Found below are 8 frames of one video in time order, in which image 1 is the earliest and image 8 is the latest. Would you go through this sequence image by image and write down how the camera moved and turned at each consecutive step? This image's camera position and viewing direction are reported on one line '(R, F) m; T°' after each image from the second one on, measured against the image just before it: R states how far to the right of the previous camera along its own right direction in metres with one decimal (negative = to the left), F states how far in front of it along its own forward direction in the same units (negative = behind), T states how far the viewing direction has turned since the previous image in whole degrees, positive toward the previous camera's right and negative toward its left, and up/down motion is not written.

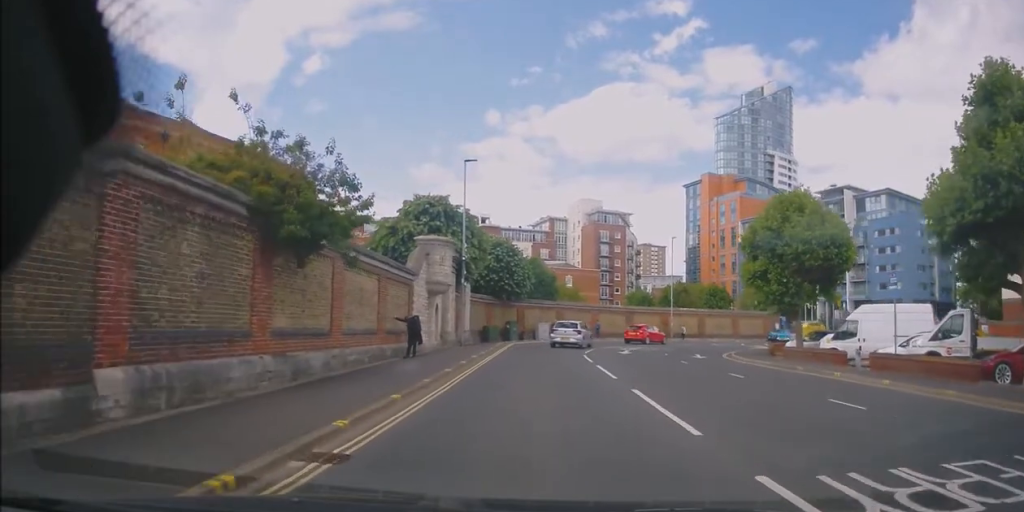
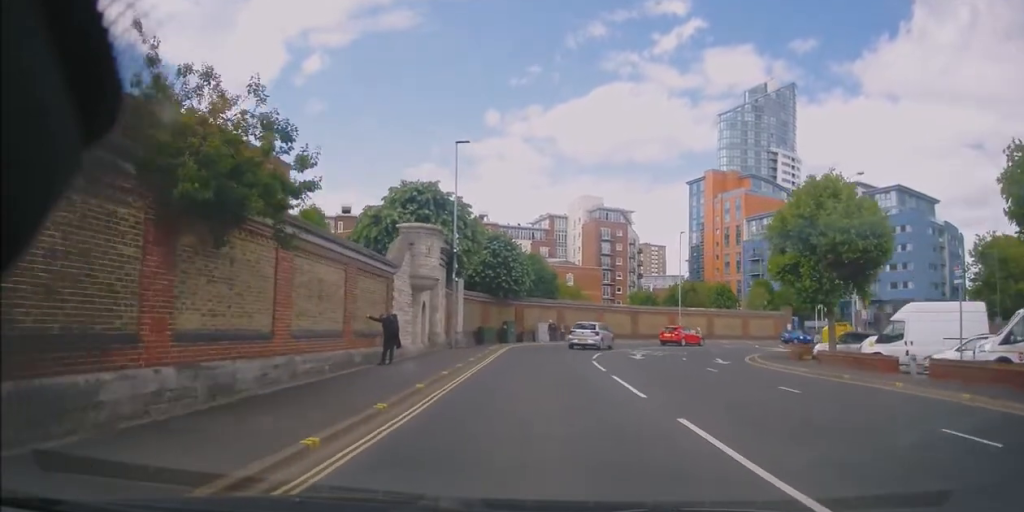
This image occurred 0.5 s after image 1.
(0.0, +3.6) m; 0°
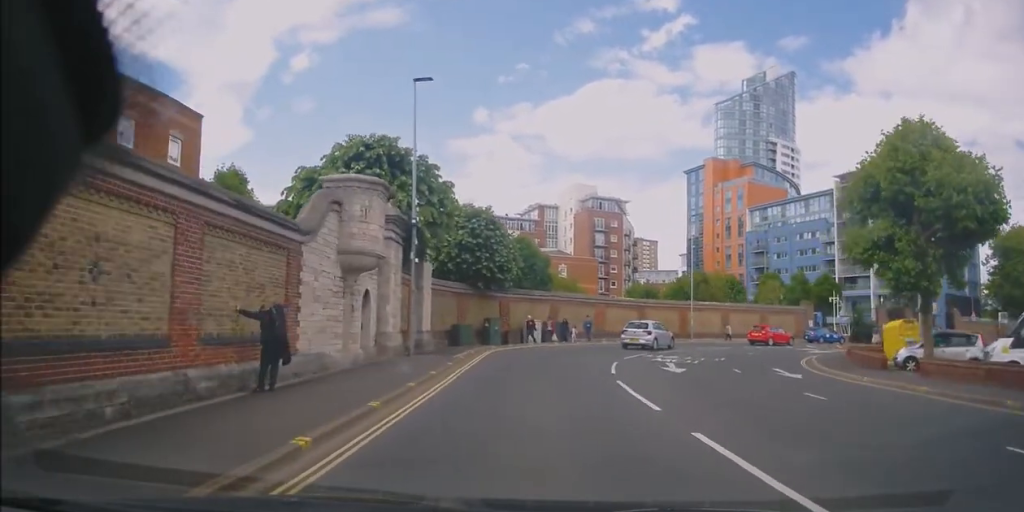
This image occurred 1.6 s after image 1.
(0.0, +7.8) m; 0°
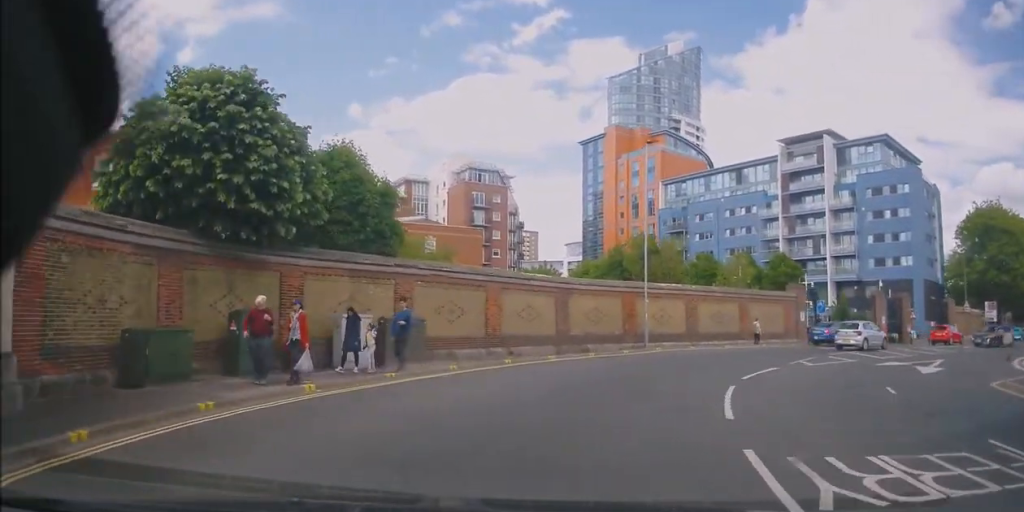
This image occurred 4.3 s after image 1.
(+1.2, +21.5) m; +11°
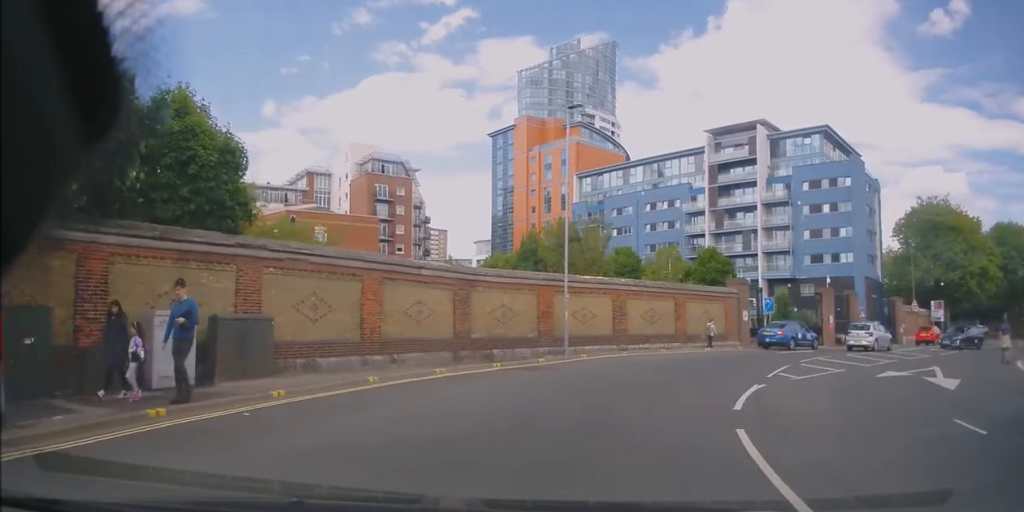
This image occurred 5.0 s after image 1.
(+0.2, +5.9) m; +6°
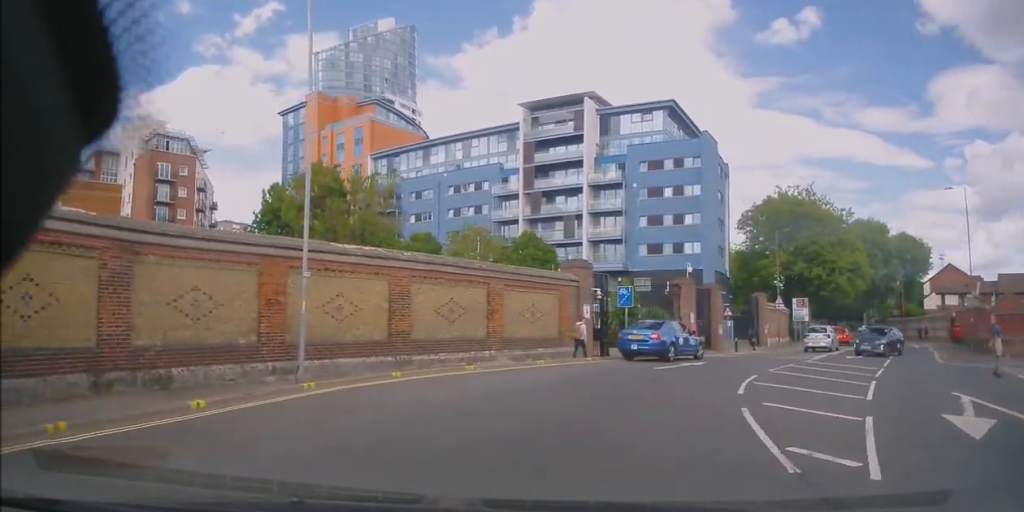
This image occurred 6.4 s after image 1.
(+1.2, +11.2) m; +18°
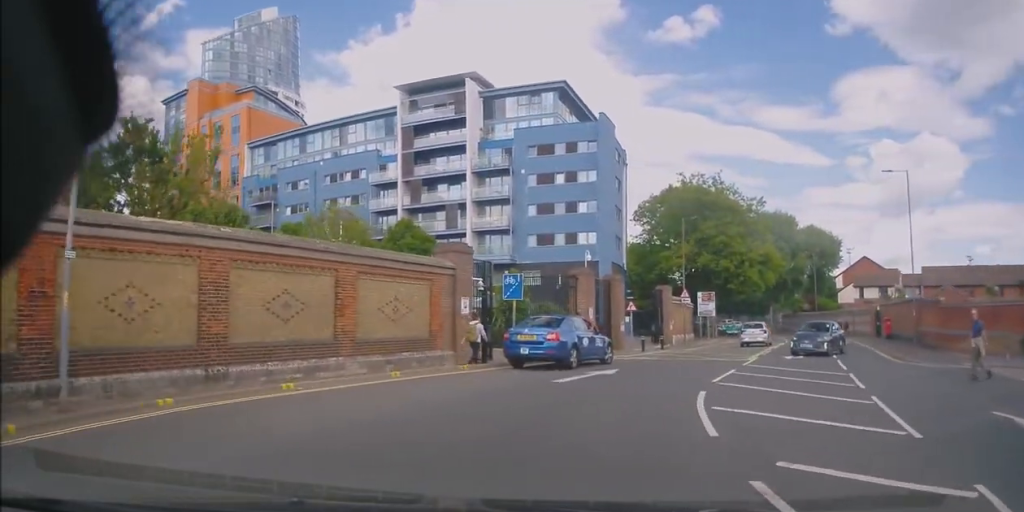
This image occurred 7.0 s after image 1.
(+0.6, +4.8) m; +11°
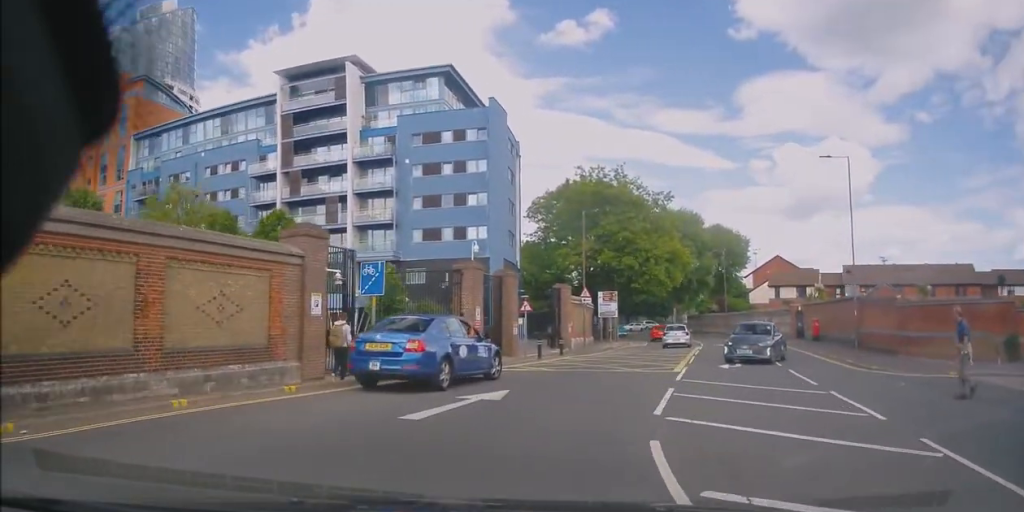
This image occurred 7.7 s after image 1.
(+0.3, +4.7) m; +10°
